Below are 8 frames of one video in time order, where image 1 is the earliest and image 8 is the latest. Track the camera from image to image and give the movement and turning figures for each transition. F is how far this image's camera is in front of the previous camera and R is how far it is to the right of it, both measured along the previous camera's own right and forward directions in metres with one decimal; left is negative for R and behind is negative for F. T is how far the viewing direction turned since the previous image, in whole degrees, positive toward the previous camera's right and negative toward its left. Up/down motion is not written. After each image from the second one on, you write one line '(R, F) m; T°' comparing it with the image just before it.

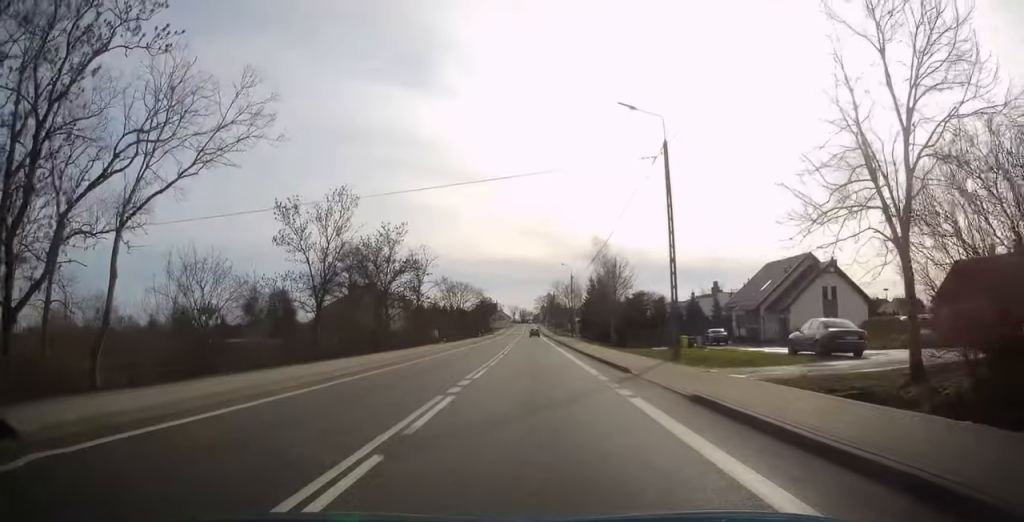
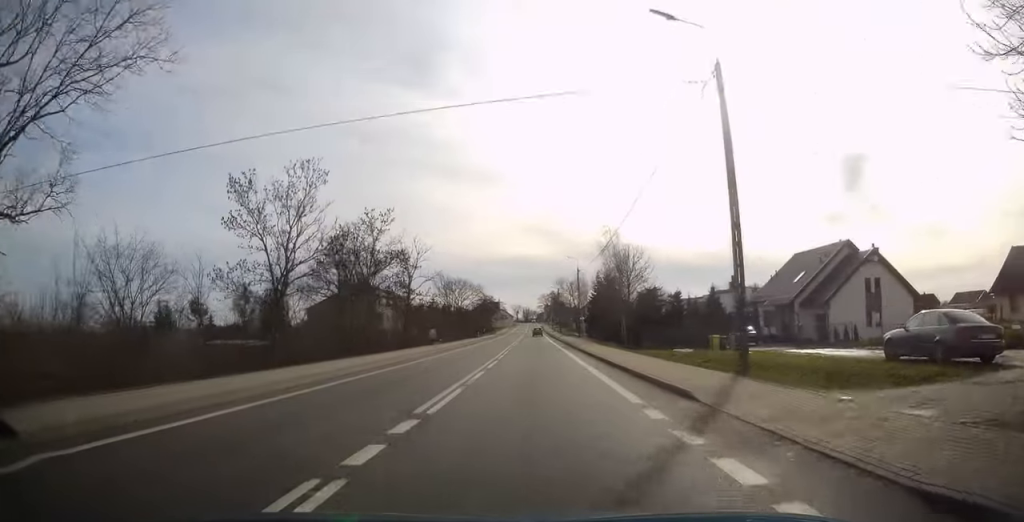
(0.0, +7.2) m; 0°
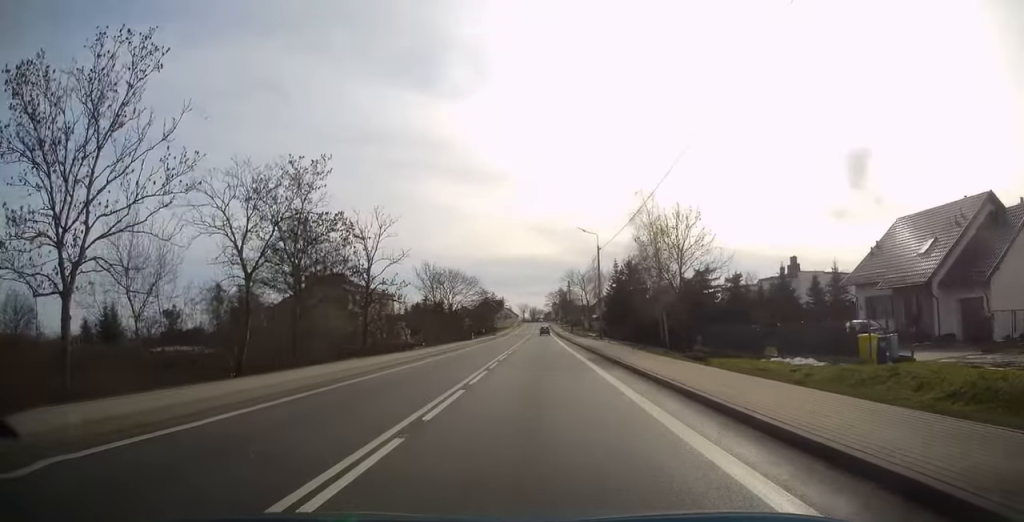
(0.0, +18.2) m; -1°
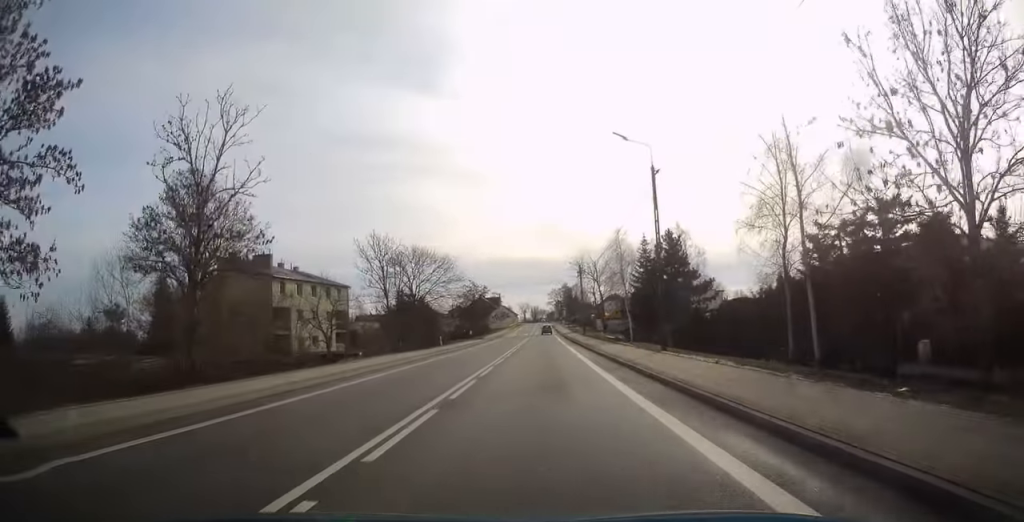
(-0.3, +26.0) m; -1°
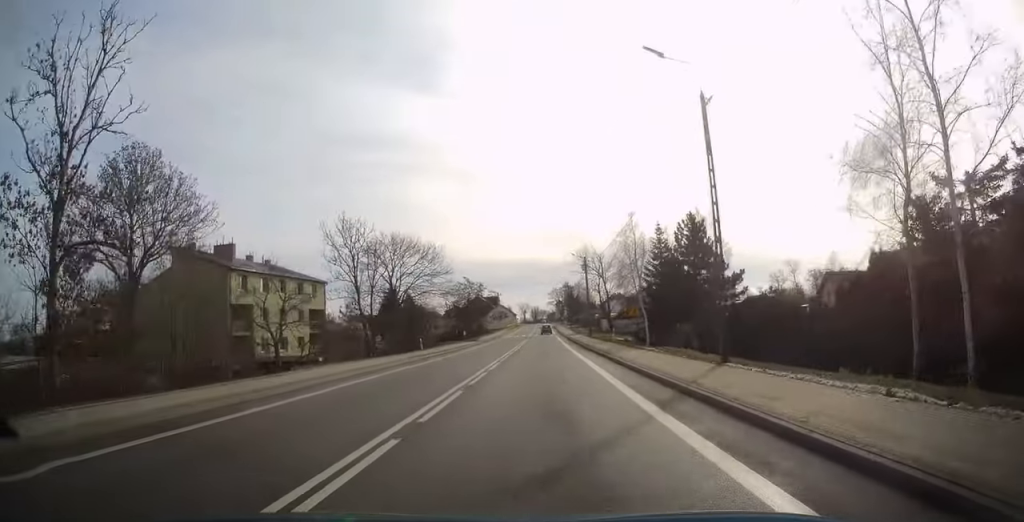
(+0.1, +8.8) m; 0°
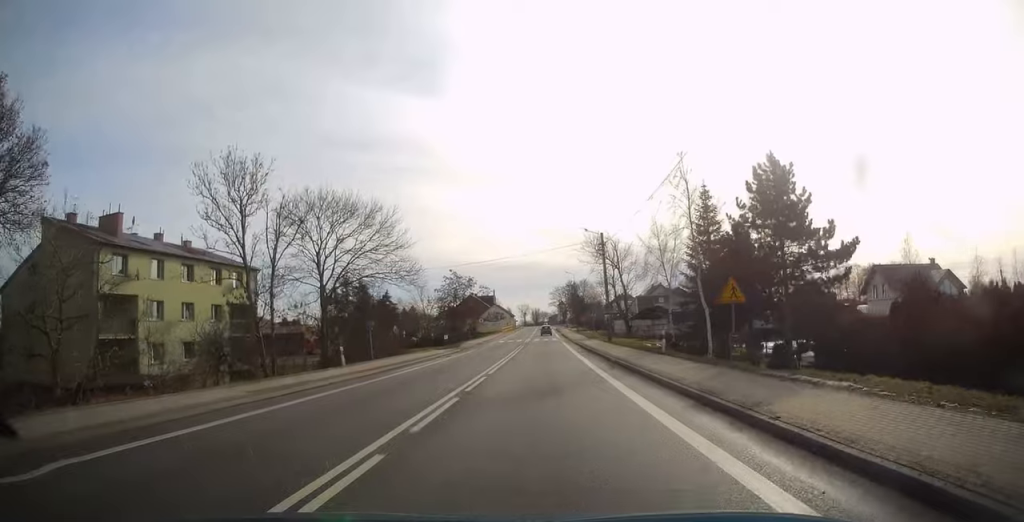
(-0.1, +18.0) m; -1°
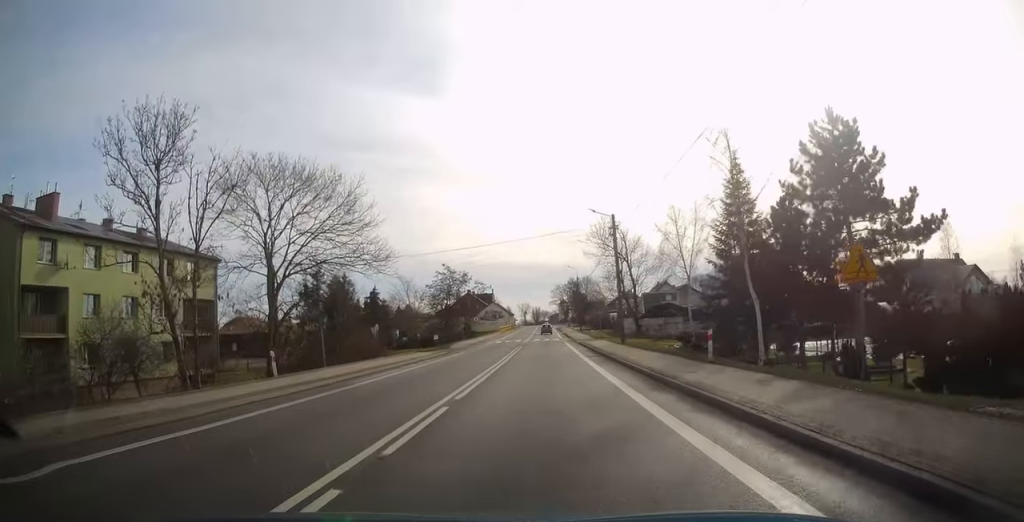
(0.0, +7.2) m; 0°
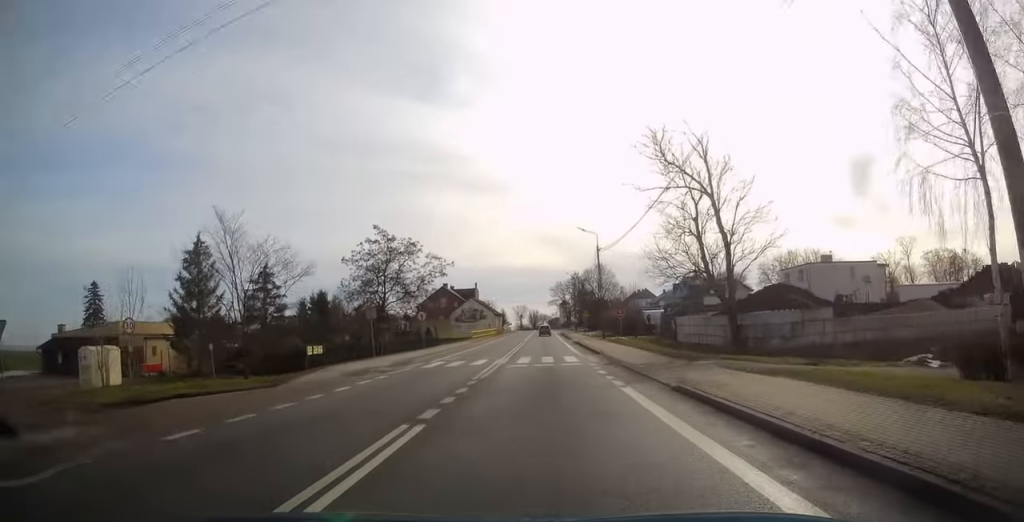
(+0.2, +34.9) m; 0°
